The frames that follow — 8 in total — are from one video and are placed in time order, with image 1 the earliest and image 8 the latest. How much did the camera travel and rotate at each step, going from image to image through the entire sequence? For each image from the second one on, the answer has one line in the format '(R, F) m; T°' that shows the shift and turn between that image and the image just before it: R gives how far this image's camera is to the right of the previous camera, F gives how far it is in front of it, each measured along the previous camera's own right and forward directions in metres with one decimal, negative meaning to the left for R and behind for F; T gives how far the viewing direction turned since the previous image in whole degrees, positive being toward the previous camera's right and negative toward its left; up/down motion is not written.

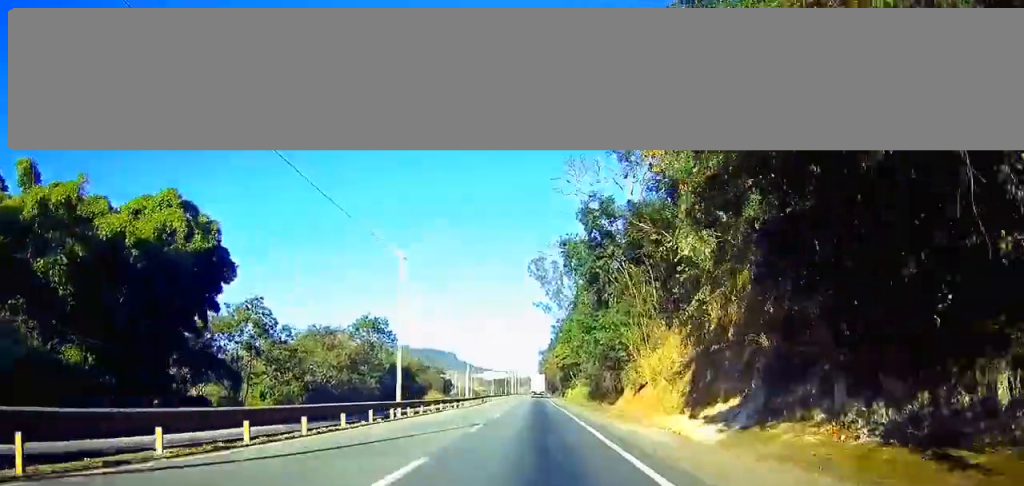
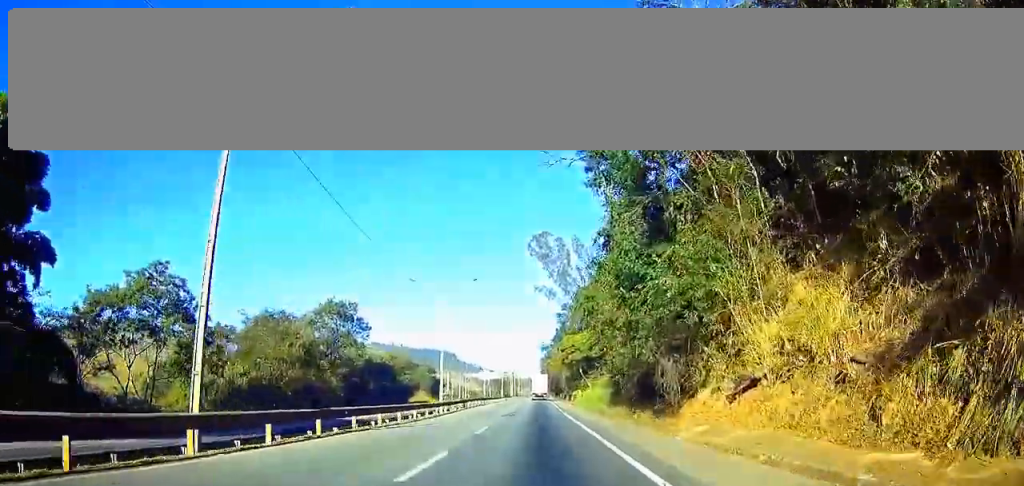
(0.0, +23.1) m; 0°
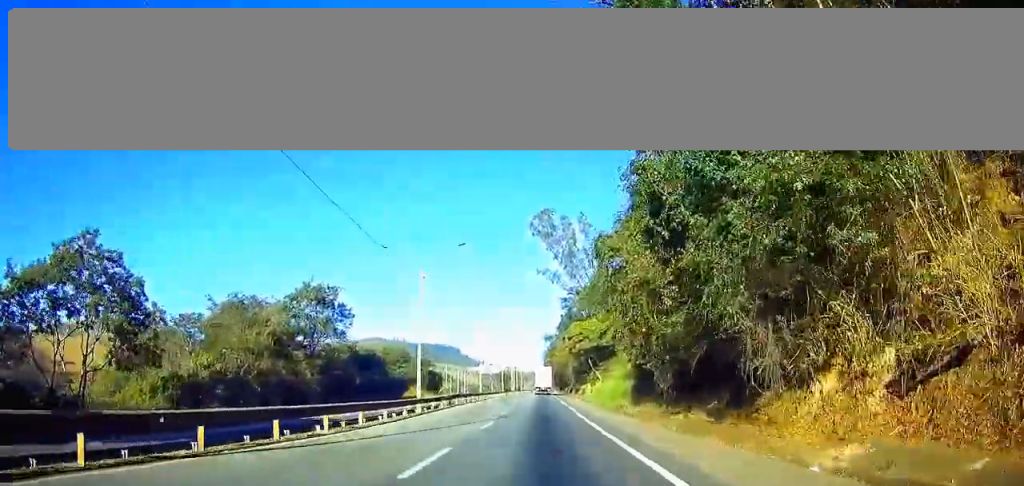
(0.0, +11.5) m; 0°
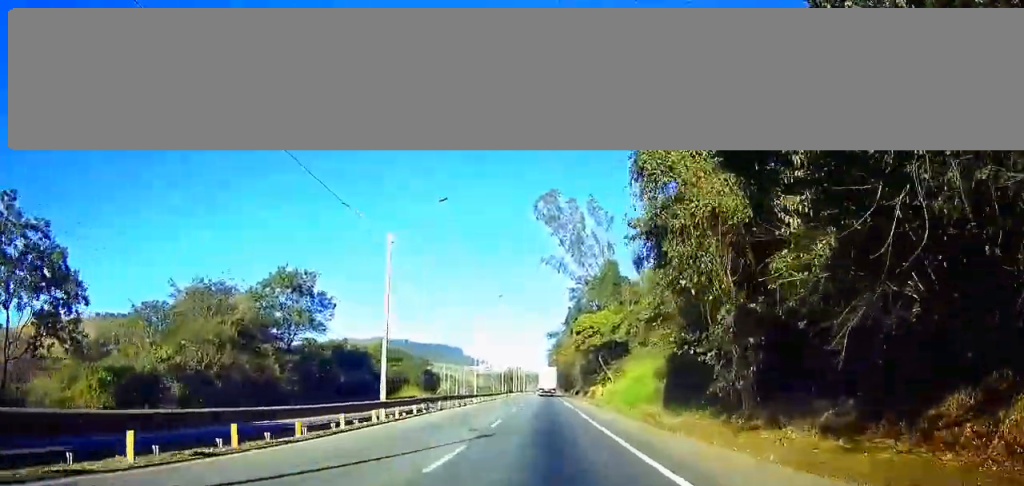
(0.0, +10.7) m; 0°
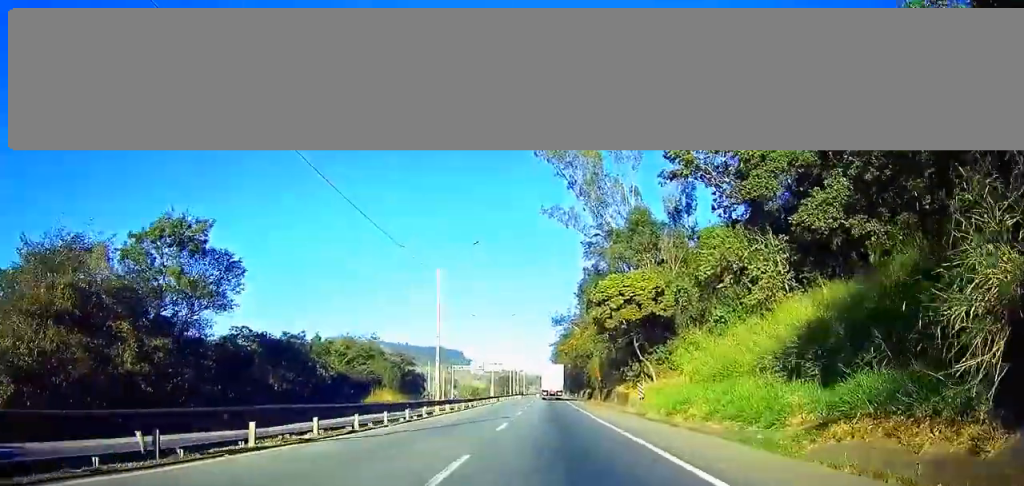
(0.0, +27.3) m; 0°
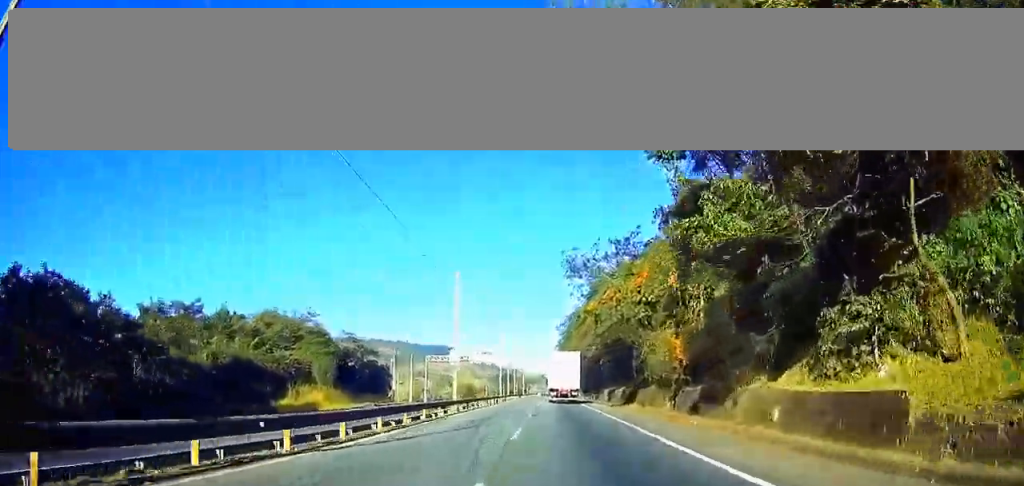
(-0.2, +39.3) m; -1°
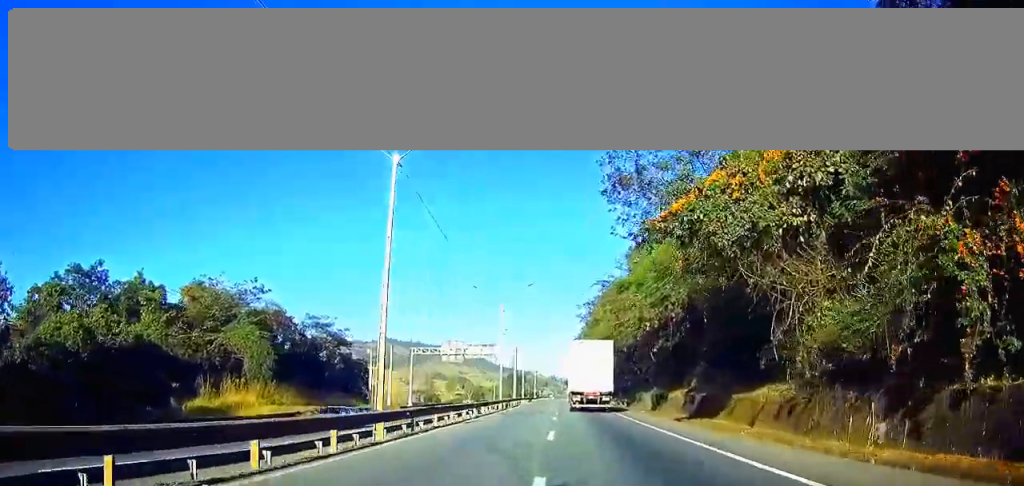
(-0.1, +23.2) m; 0°
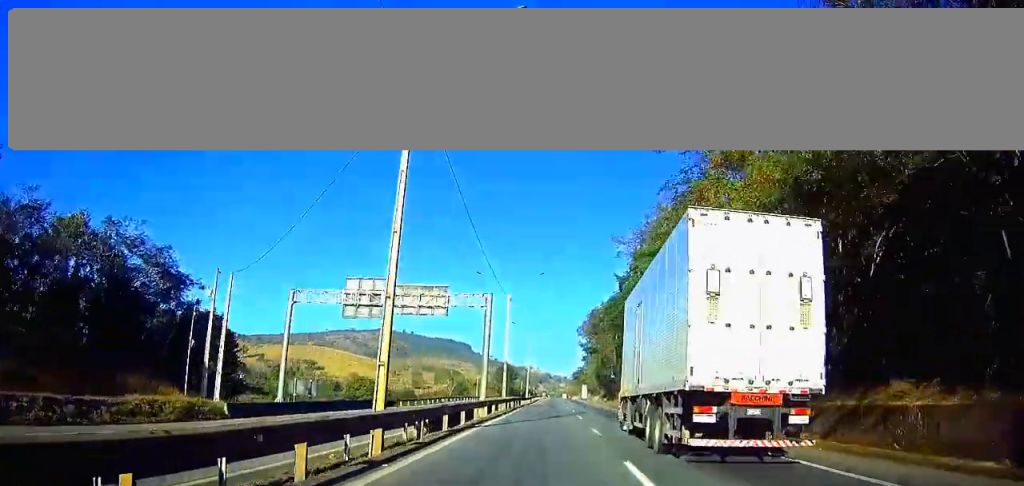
(-0.3, +45.5) m; 0°
